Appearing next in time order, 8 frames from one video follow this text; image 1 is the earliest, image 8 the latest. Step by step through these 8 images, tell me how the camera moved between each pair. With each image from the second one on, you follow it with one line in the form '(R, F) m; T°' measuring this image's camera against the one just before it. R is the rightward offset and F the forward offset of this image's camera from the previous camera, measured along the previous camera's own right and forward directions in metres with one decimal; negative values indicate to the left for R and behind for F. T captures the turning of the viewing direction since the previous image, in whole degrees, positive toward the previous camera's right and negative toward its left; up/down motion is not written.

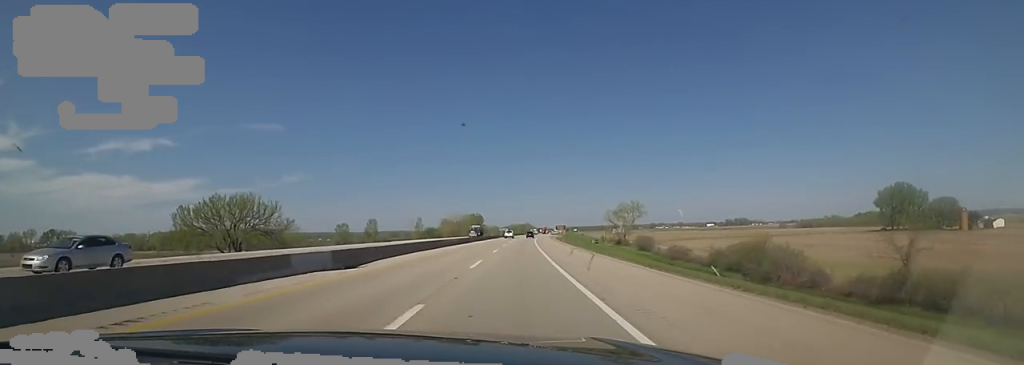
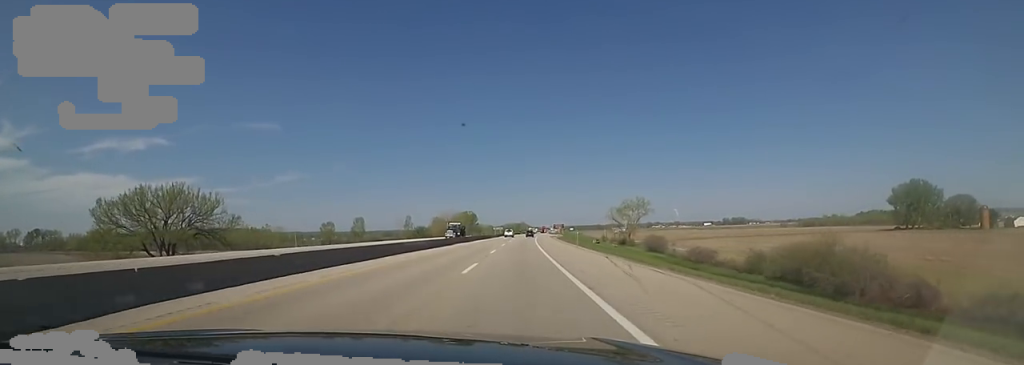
(0.0, +17.5) m; +1°
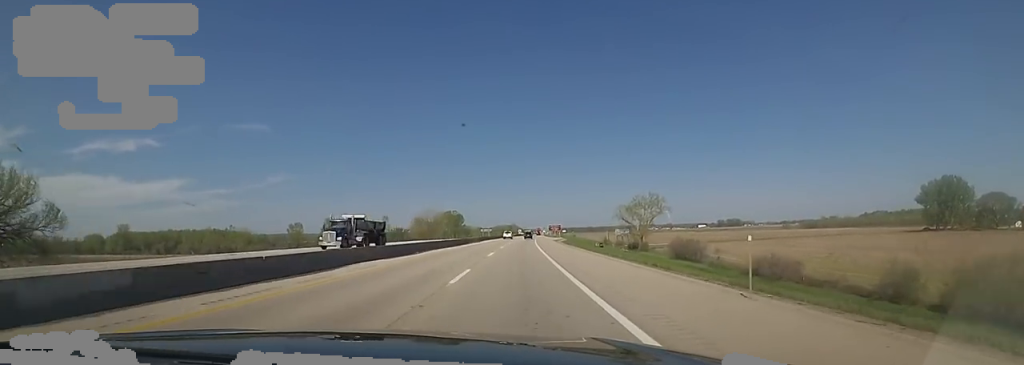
(+0.3, +34.0) m; +2°
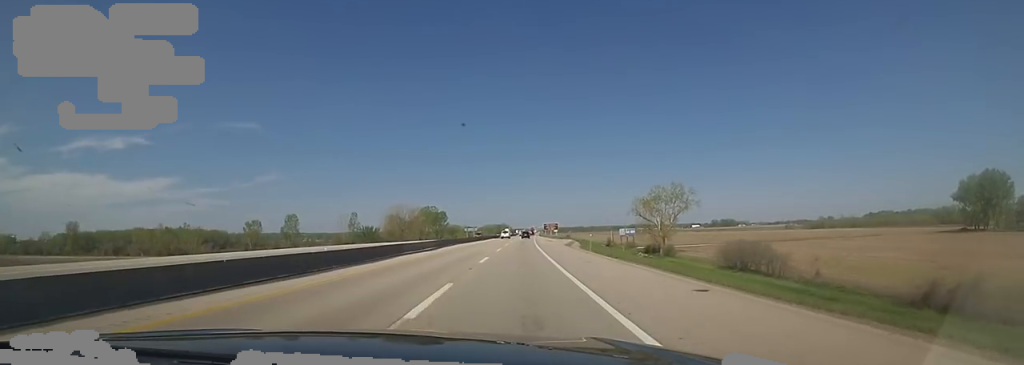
(+1.2, +35.5) m; +1°
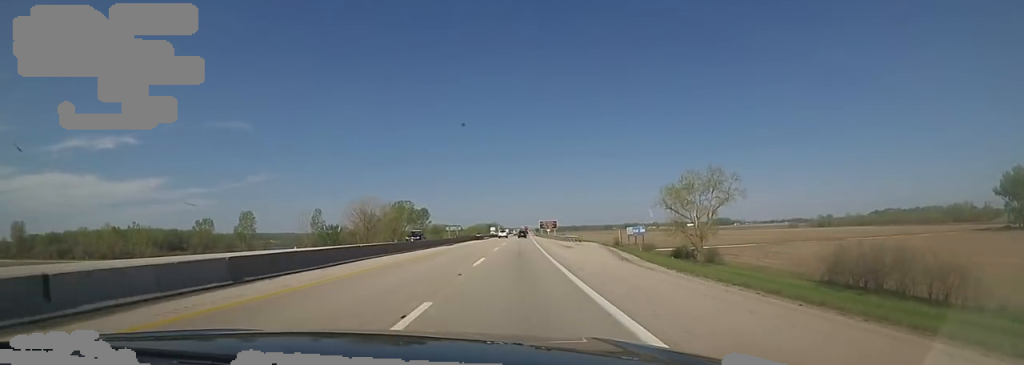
(-0.2, +33.4) m; -1°
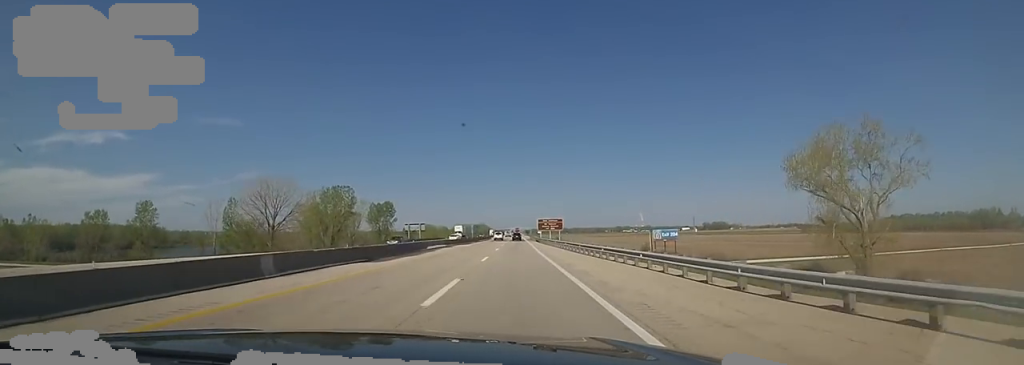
(+1.6, +54.9) m; +4°
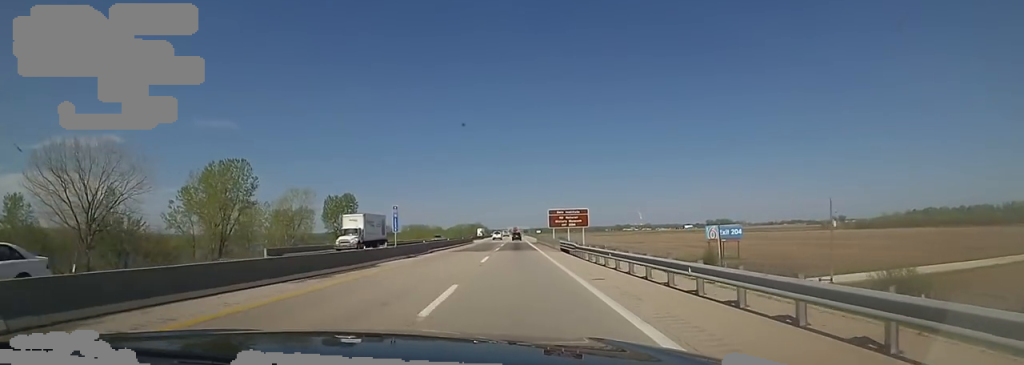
(-0.5, +46.5) m; -2°
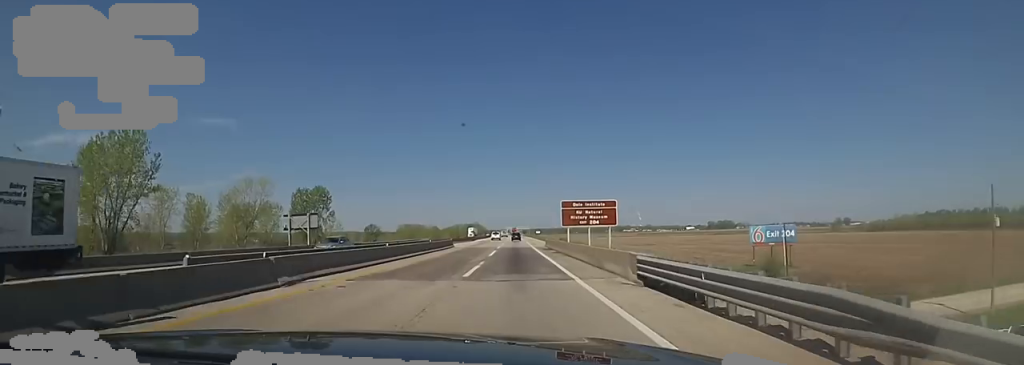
(0.0, +22.5) m; 0°
